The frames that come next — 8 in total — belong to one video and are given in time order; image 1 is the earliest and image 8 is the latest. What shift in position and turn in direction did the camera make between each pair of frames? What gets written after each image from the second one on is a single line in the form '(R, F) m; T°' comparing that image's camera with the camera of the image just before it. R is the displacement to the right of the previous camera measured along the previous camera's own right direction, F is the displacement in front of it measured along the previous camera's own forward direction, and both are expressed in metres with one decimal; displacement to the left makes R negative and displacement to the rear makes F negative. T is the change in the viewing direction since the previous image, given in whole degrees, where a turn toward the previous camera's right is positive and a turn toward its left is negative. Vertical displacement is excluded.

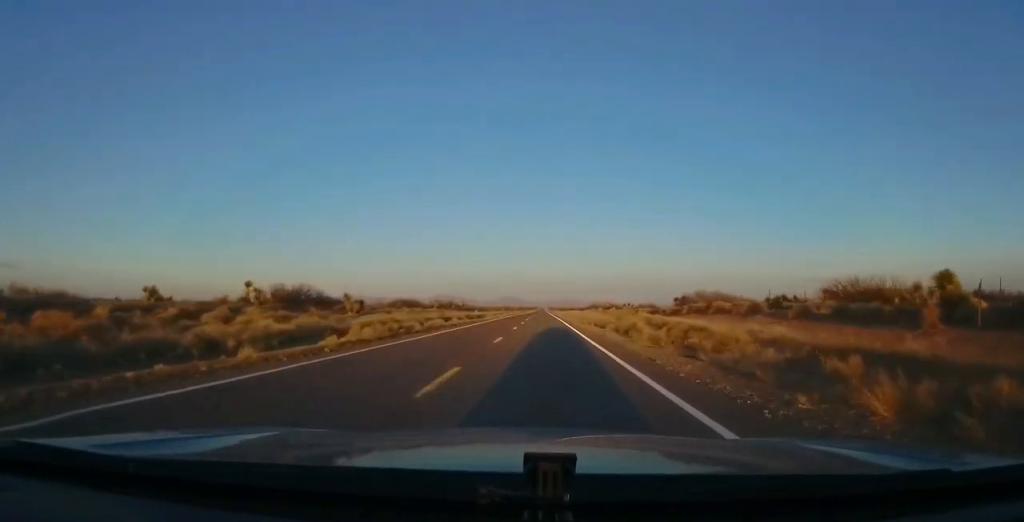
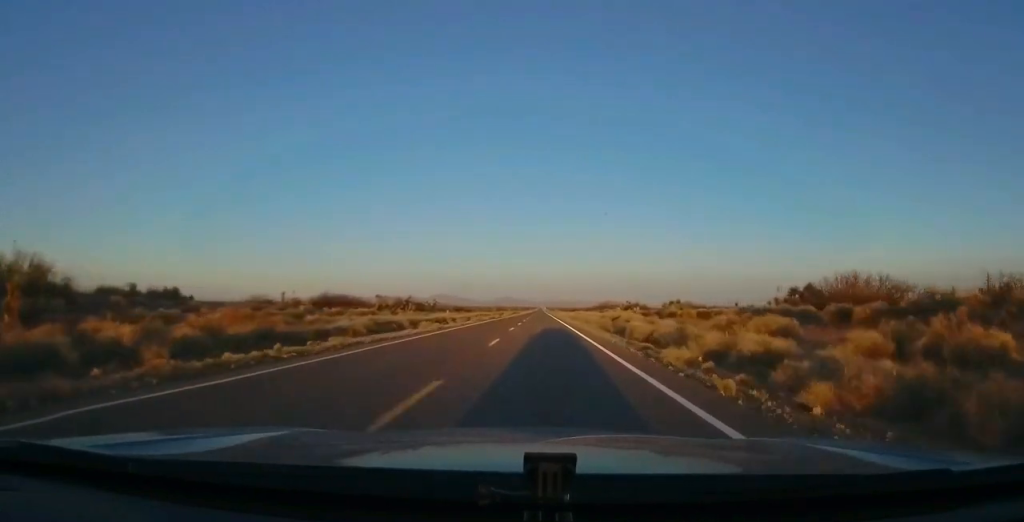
(0.0, +38.4) m; 0°
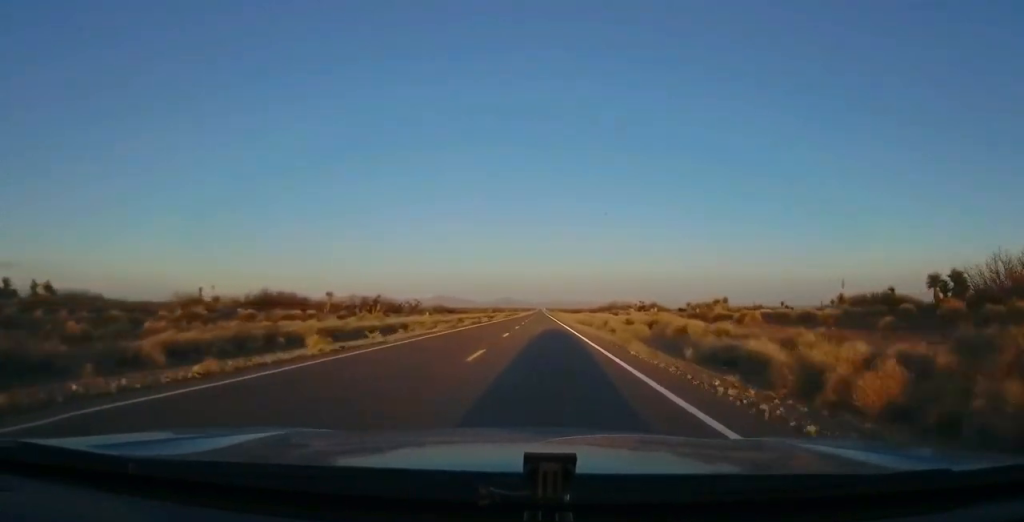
(0.0, +16.7) m; 0°
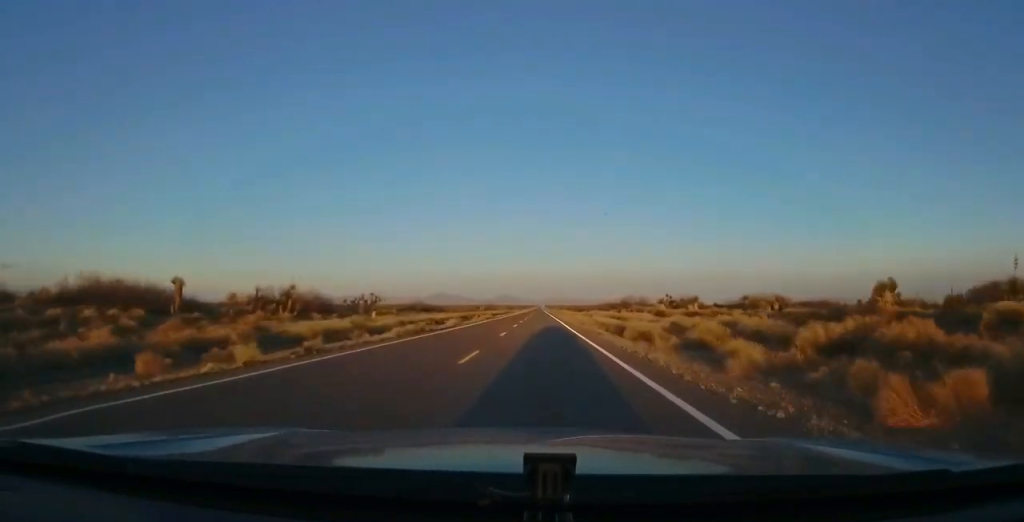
(-0.1, +24.5) m; -1°
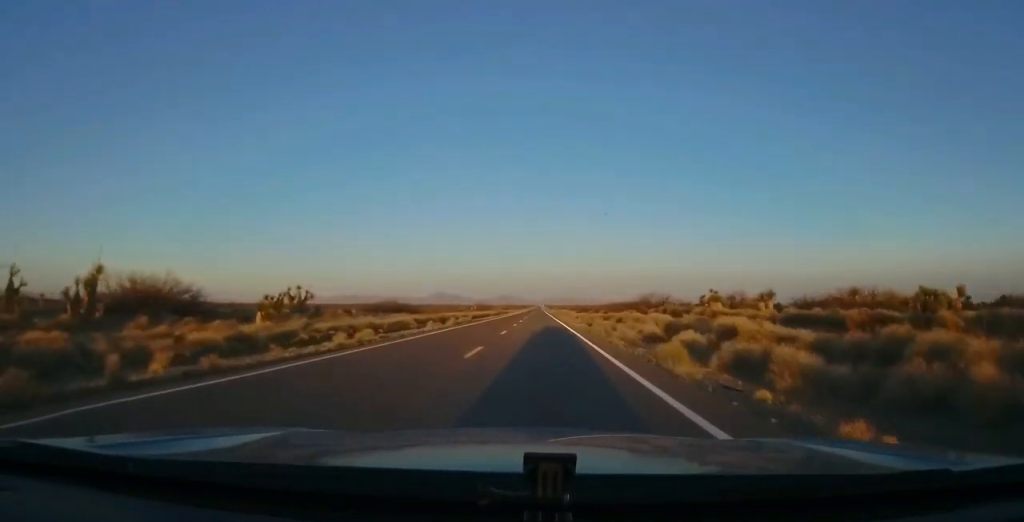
(-0.3, +22.6) m; -1°
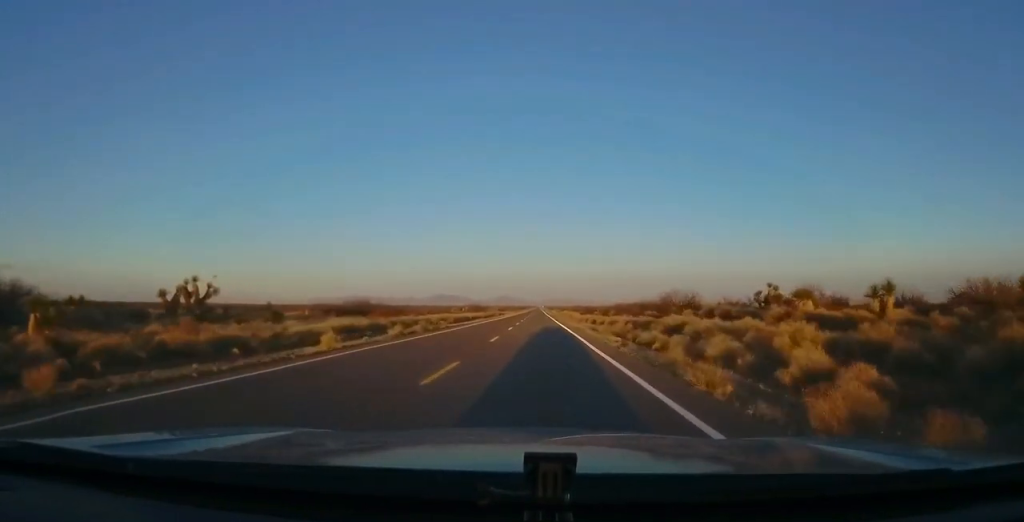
(-0.1, +16.7) m; 0°
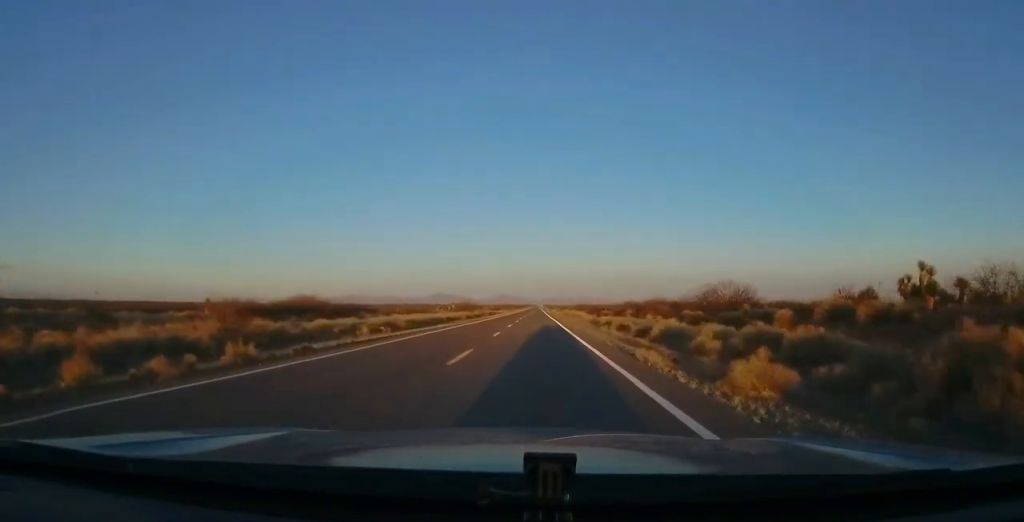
(-0.1, +20.6) m; +1°
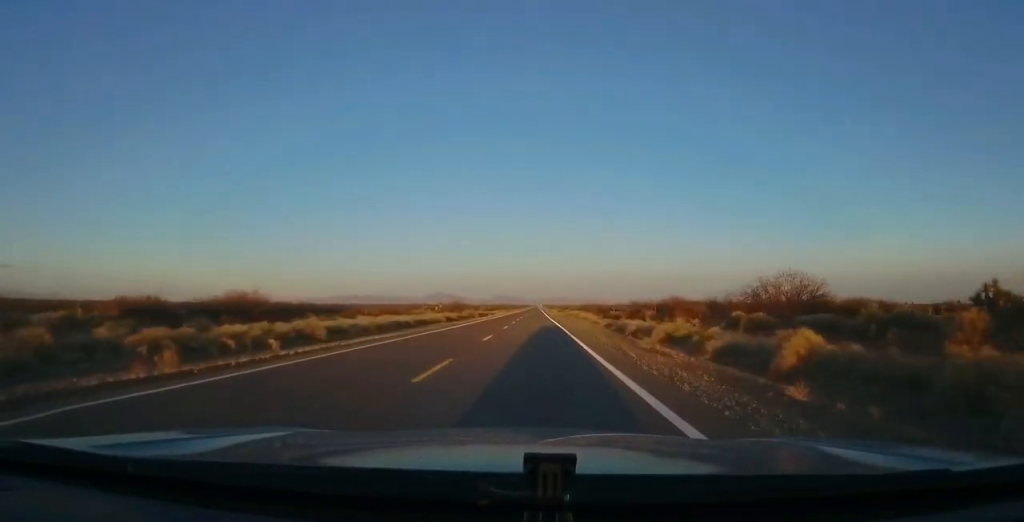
(+0.2, +14.7) m; 0°
